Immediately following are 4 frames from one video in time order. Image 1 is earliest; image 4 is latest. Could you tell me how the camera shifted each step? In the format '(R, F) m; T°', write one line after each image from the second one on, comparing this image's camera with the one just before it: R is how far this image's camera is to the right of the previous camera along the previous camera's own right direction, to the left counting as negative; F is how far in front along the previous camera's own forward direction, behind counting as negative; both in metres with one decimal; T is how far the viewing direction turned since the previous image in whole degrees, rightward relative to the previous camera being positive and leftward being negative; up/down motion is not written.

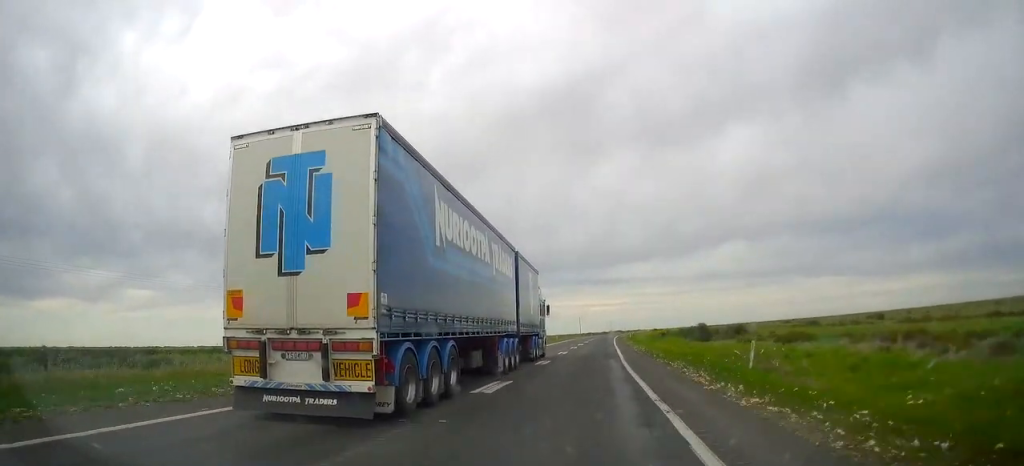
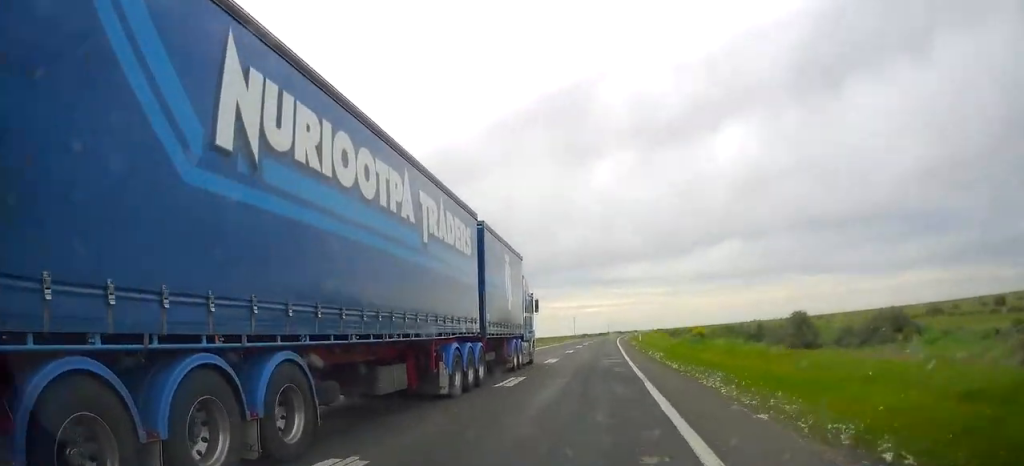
(+0.1, +33.0) m; 0°
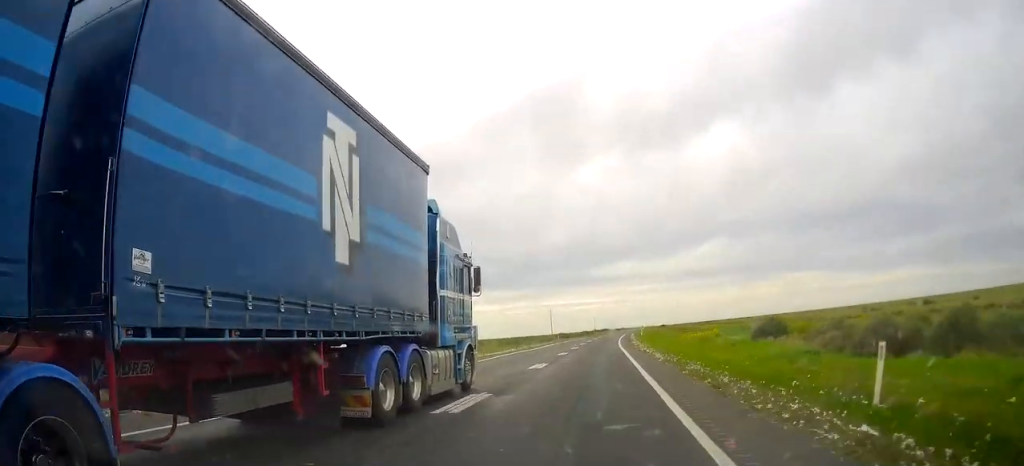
(-0.3, +65.0) m; +1°
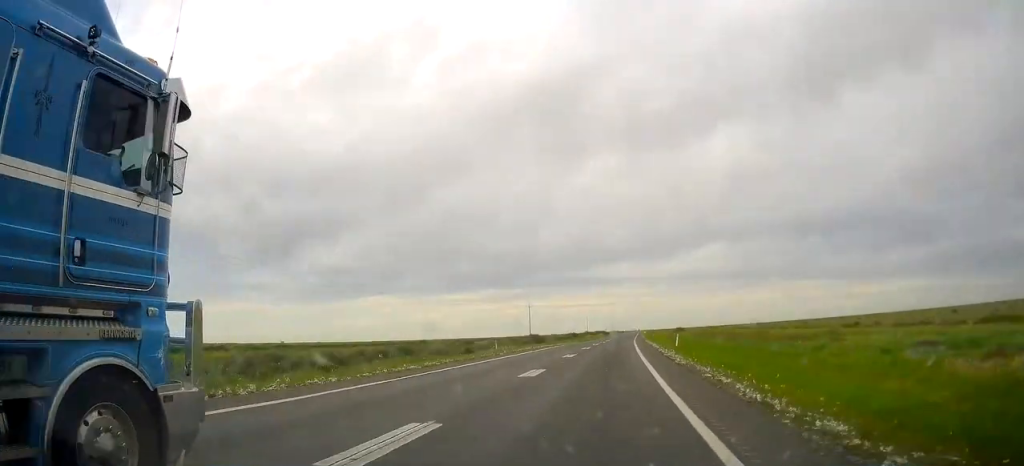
(+0.6, +51.2) m; +1°
